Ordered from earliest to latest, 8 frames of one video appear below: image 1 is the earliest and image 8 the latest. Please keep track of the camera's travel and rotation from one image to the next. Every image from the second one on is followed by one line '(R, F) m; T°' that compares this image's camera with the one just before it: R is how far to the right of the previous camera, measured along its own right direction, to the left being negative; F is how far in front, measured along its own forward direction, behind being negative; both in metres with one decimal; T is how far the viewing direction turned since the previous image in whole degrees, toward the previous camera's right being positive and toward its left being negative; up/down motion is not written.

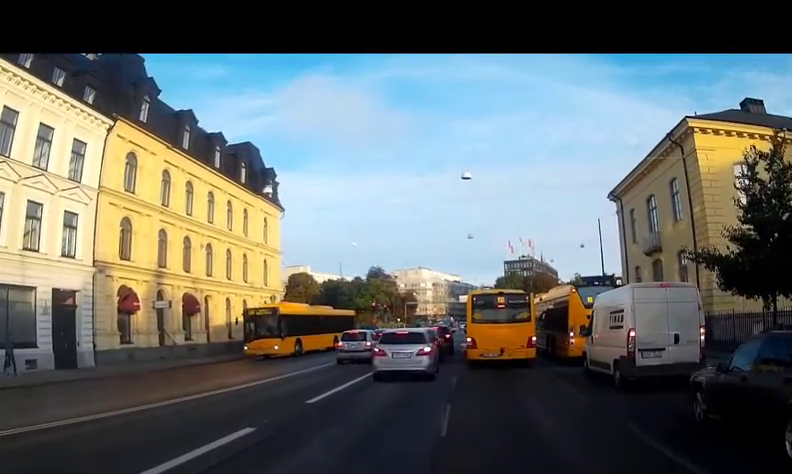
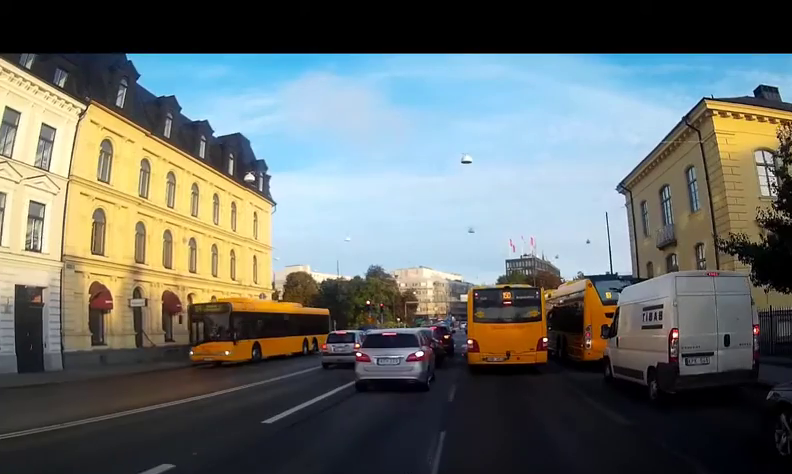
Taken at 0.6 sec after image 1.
(0.0, +2.6) m; 0°
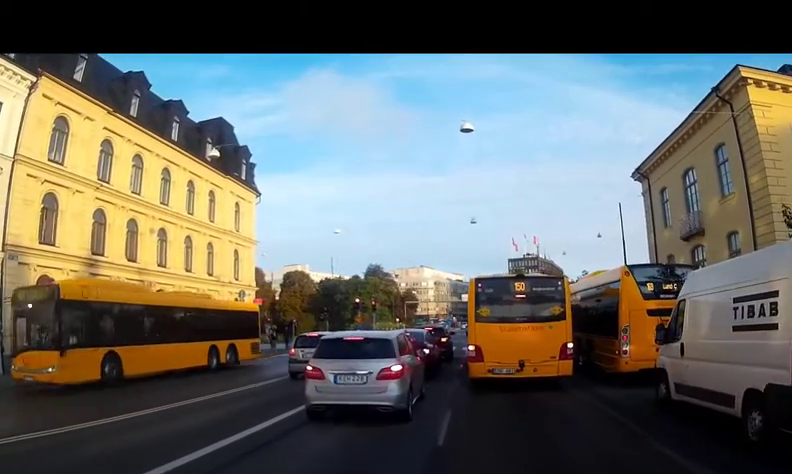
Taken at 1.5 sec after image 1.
(+0.1, +3.7) m; -2°
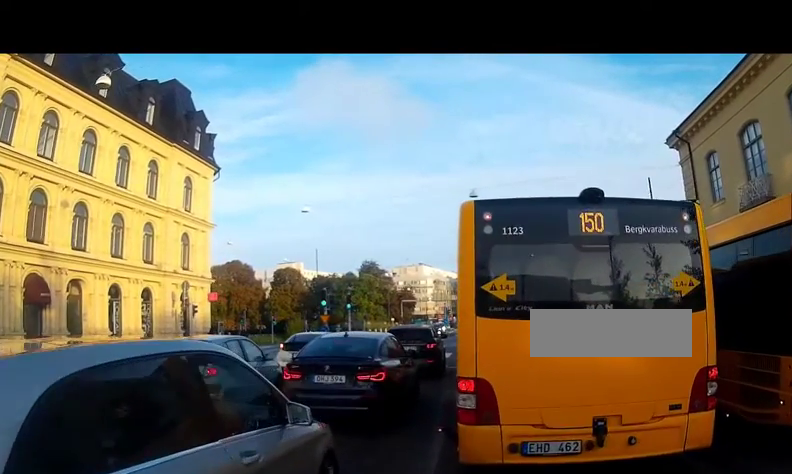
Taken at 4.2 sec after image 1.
(0.0, +8.0) m; +2°
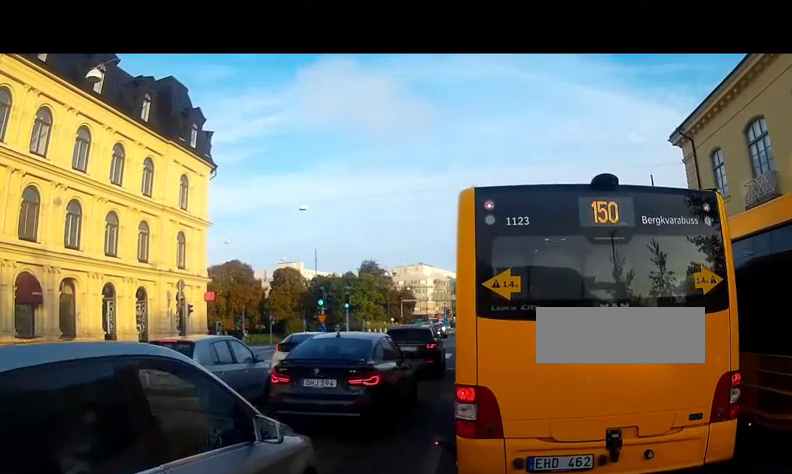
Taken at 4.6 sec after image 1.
(-0.1, +0.7) m; 0°
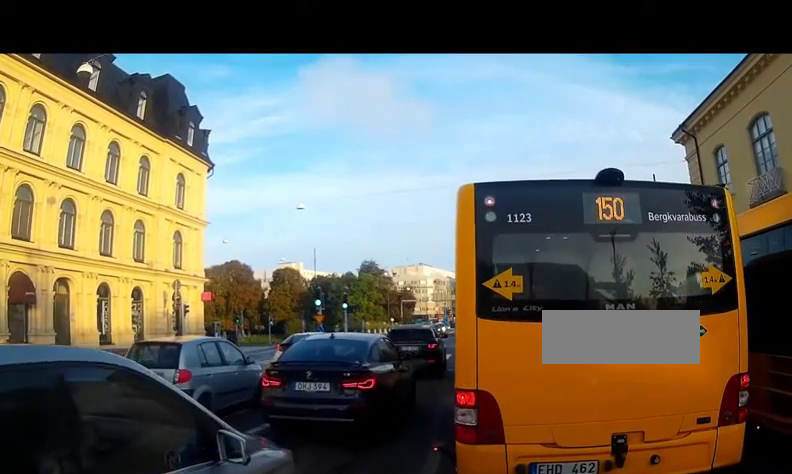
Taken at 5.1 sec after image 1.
(0.0, +0.7) m; 0°
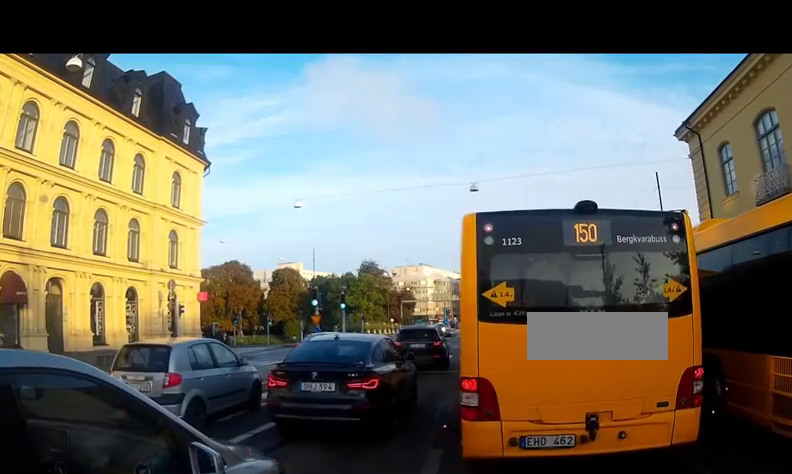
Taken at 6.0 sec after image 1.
(+0.1, +1.1) m; 0°
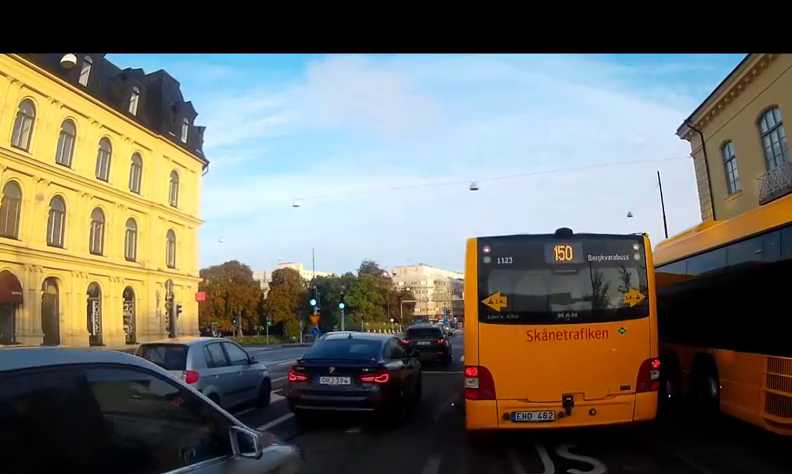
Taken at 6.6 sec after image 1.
(-0.2, +0.4) m; 0°
